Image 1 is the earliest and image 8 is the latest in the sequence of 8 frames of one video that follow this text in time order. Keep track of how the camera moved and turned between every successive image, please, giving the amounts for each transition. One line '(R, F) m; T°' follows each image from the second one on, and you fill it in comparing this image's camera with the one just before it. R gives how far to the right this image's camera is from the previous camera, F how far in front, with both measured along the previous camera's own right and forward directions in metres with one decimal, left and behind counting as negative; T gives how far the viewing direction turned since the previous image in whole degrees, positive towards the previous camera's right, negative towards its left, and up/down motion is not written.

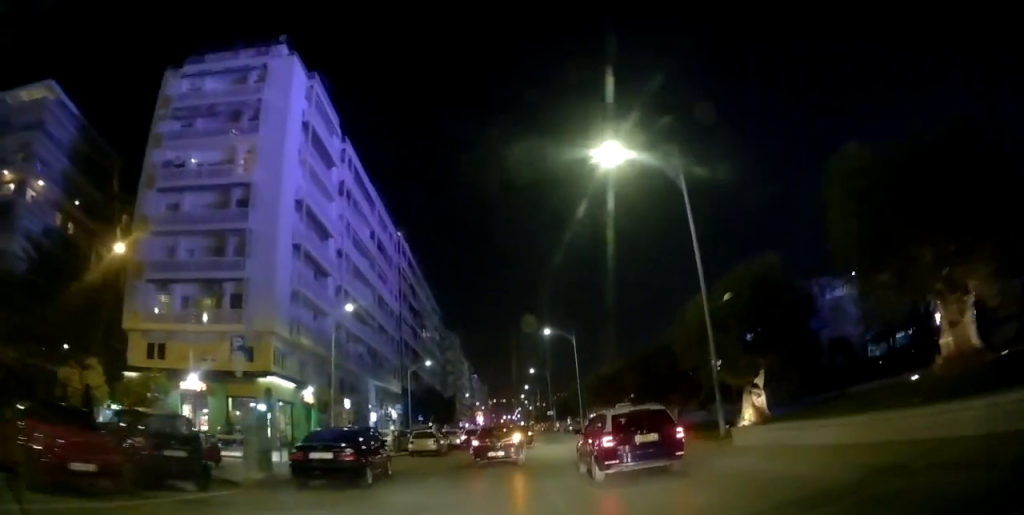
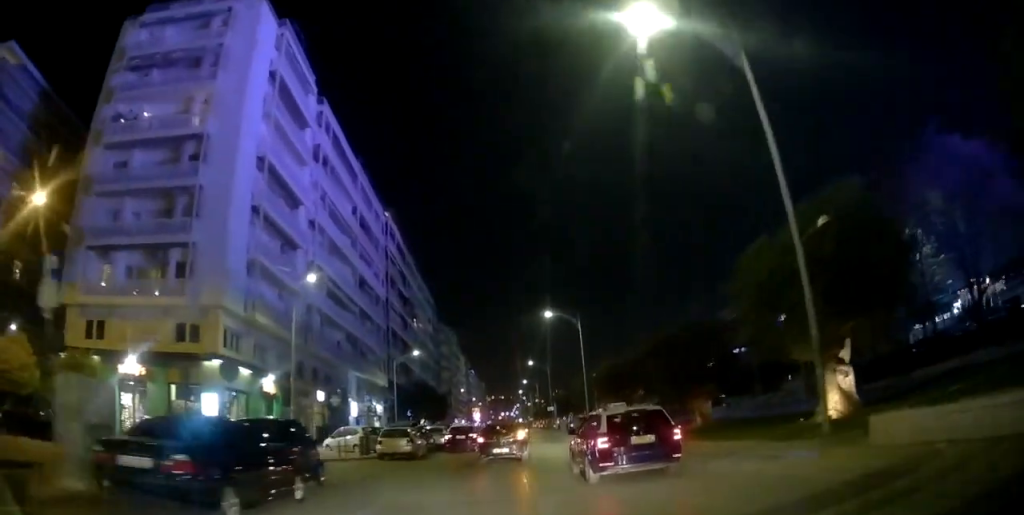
(0.0, +6.4) m; 0°
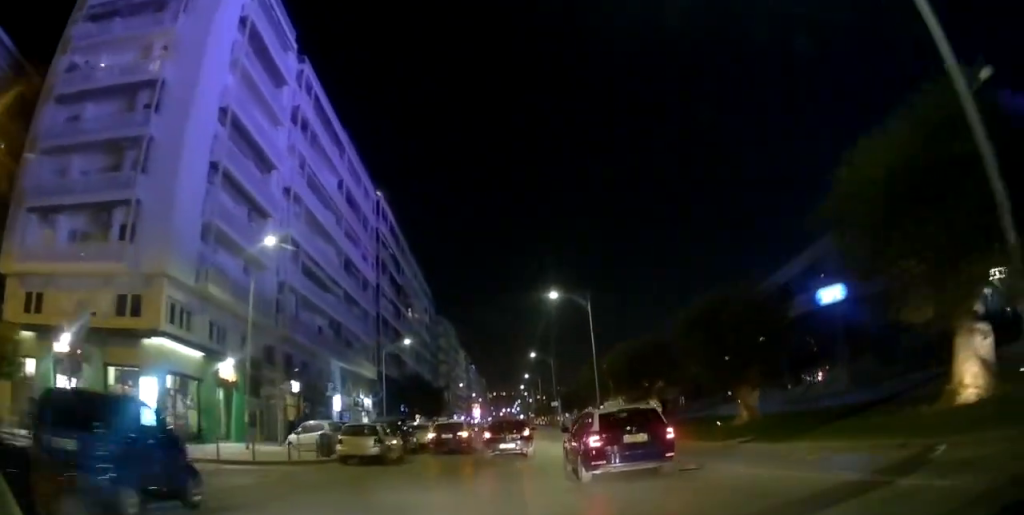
(0.0, +5.5) m; 0°
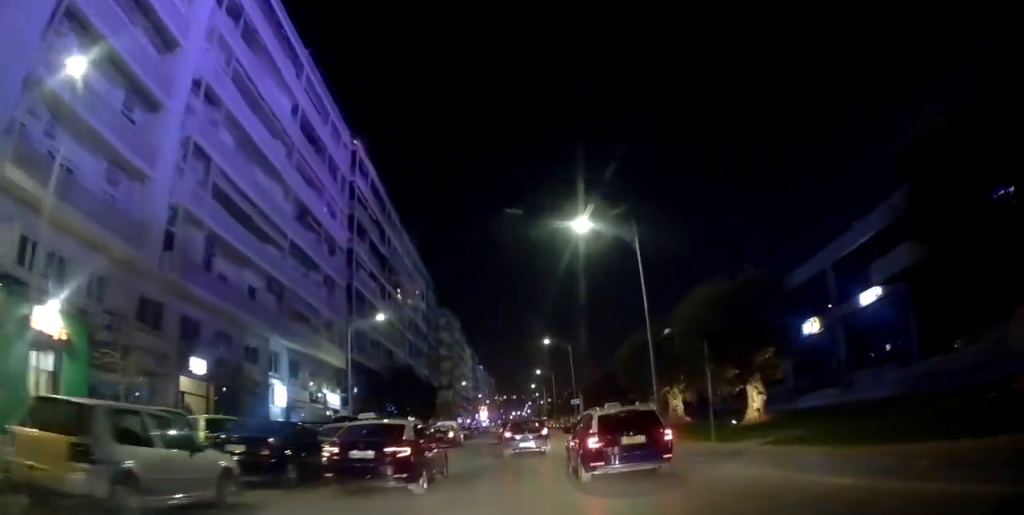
(-0.3, +13.9) m; -3°
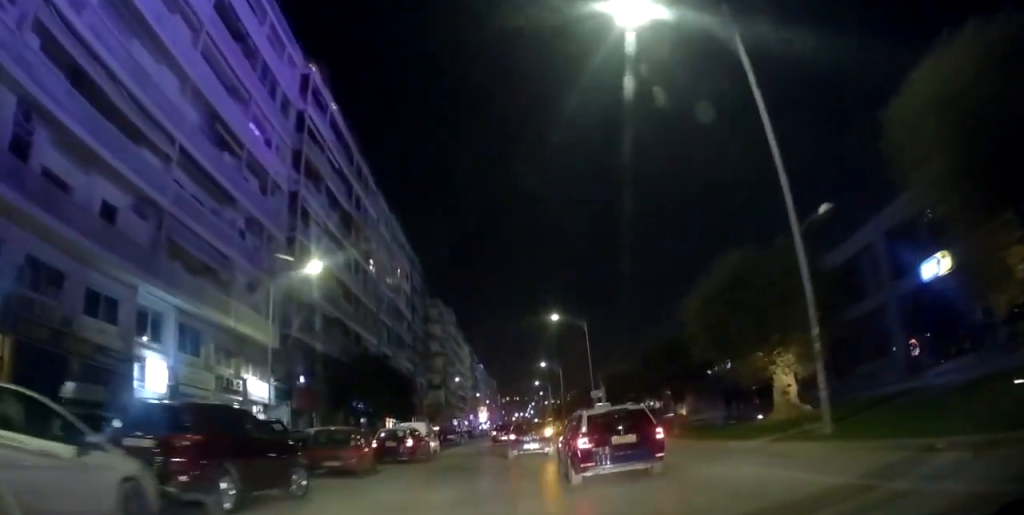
(-0.3, +13.5) m; 0°
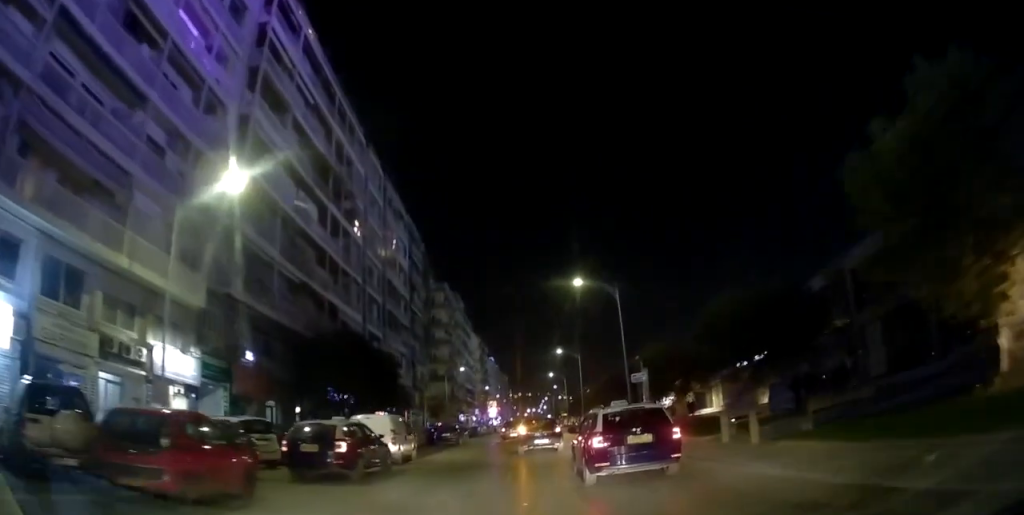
(+0.1, +9.8) m; +1°
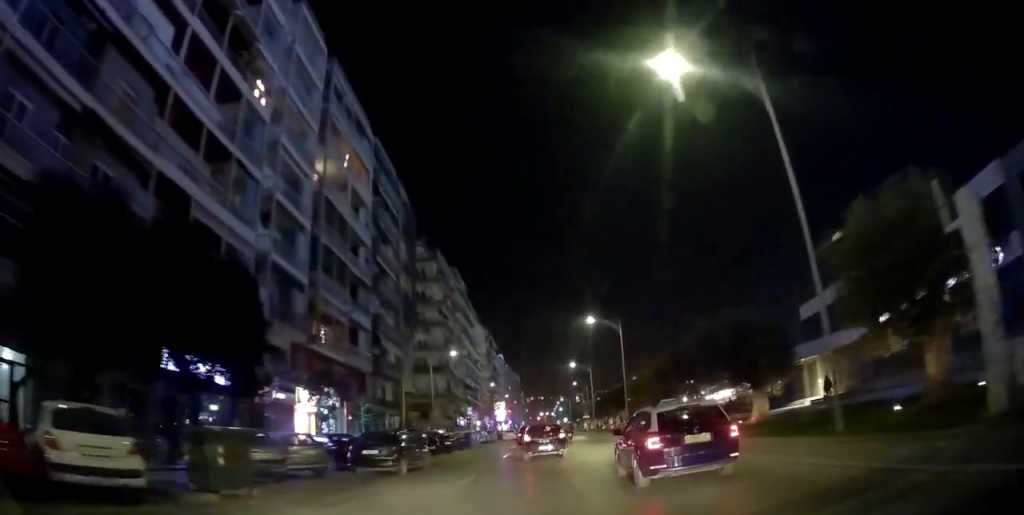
(-0.3, +22.1) m; -2°
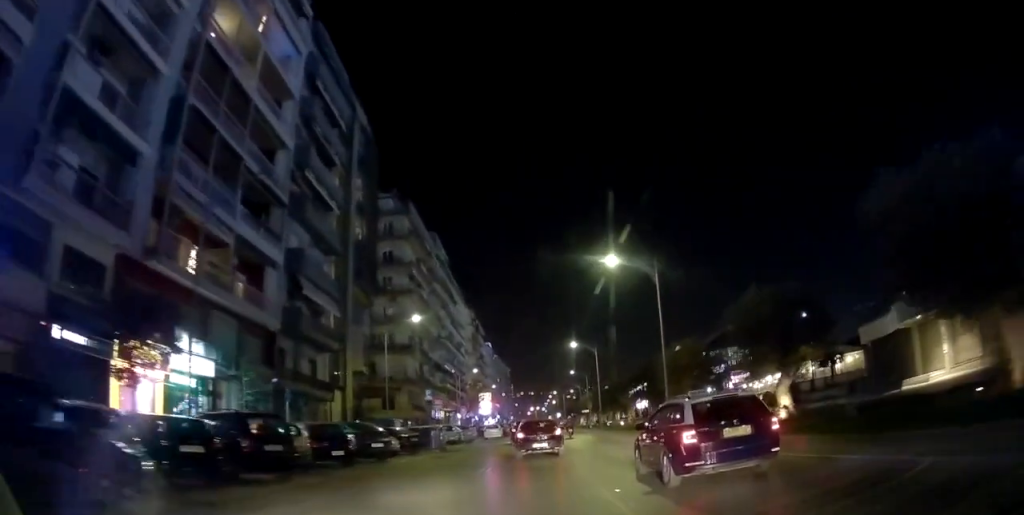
(0.0, +15.4) m; 0°
